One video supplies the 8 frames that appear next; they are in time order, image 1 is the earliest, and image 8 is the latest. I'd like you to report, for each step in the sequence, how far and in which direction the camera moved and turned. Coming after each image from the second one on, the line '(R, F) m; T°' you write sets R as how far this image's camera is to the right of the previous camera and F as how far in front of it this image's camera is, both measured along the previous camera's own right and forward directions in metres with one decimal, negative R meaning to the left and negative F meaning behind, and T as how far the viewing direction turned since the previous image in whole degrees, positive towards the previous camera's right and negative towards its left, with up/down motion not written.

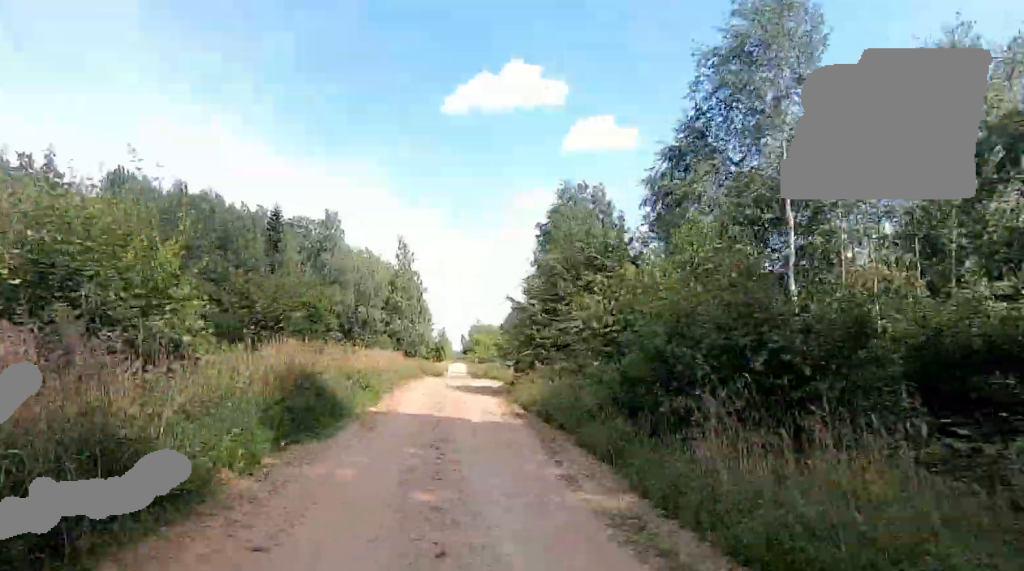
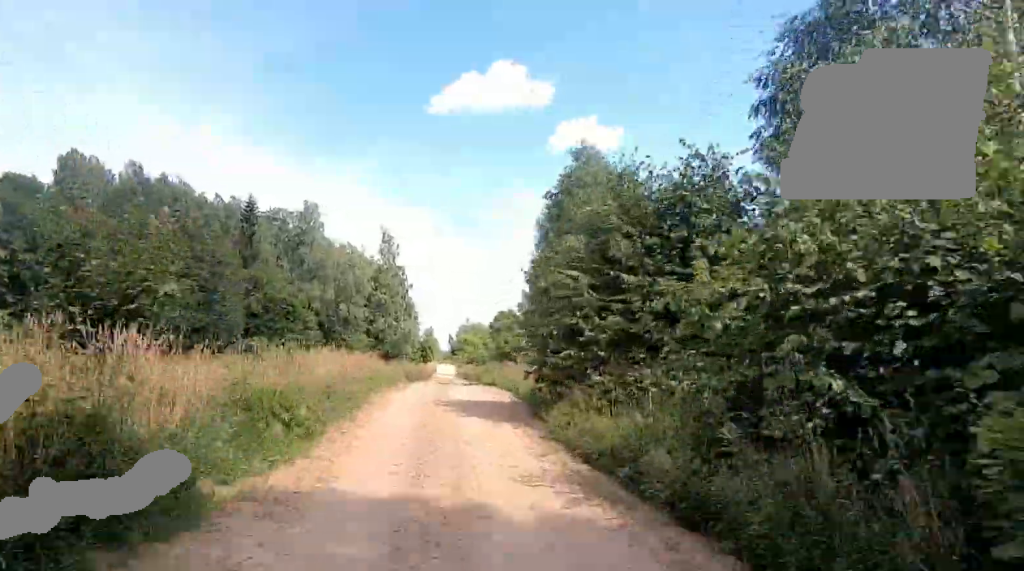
(+0.4, +7.6) m; +2°
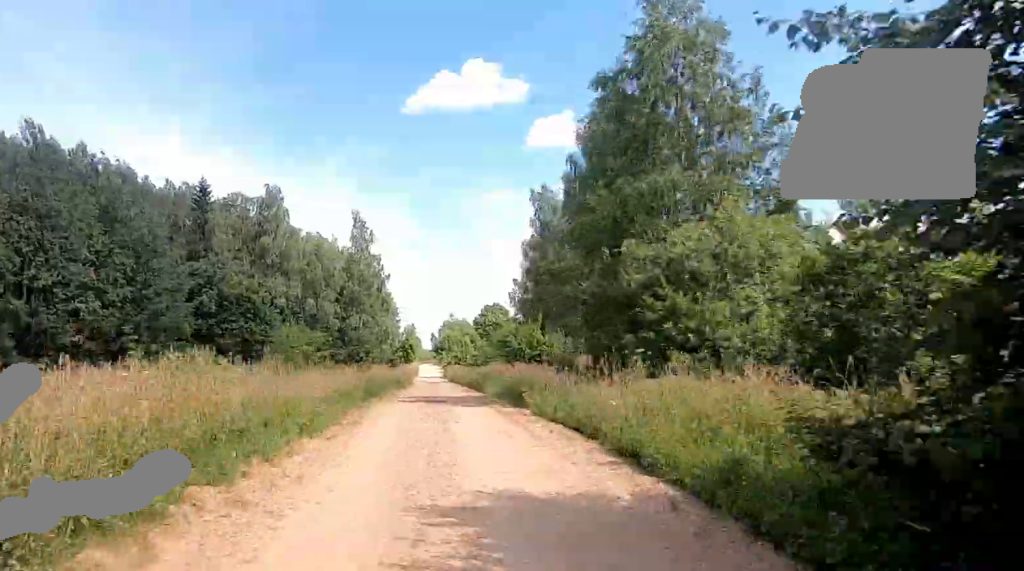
(+0.3, +12.6) m; +2°
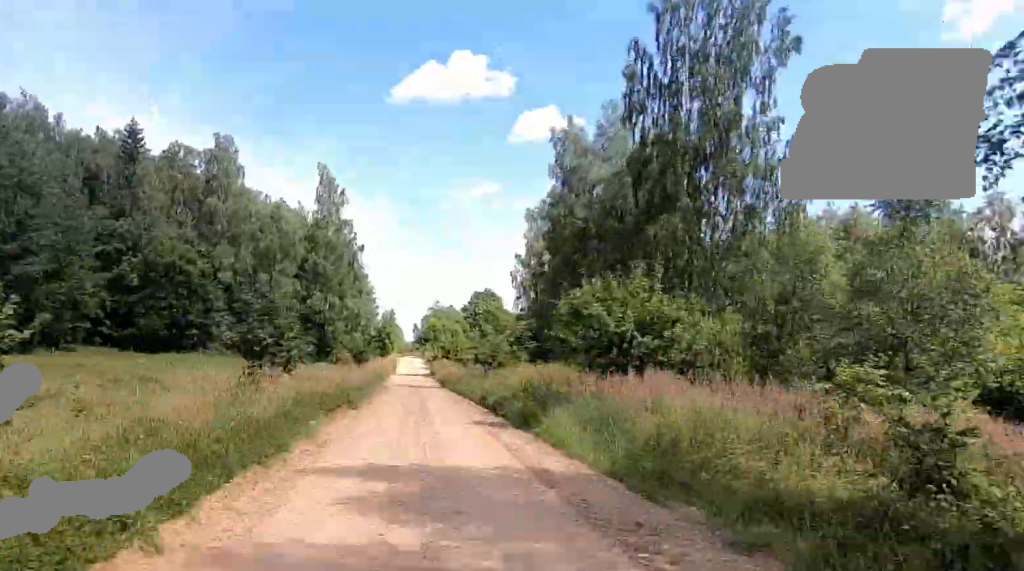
(+0.4, +17.1) m; +1°
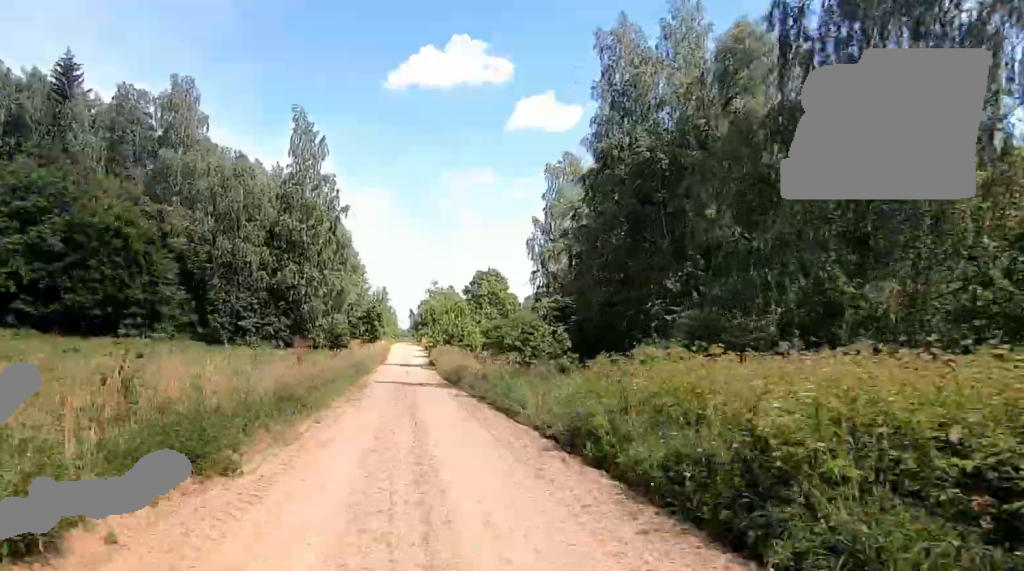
(+0.2, +12.2) m; -2°
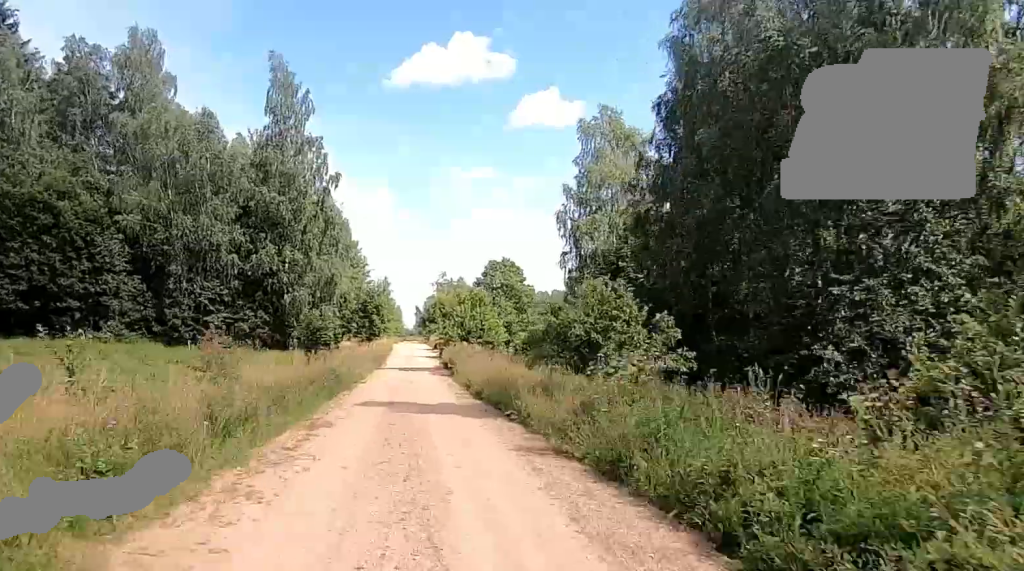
(-0.6, +10.1) m; -2°
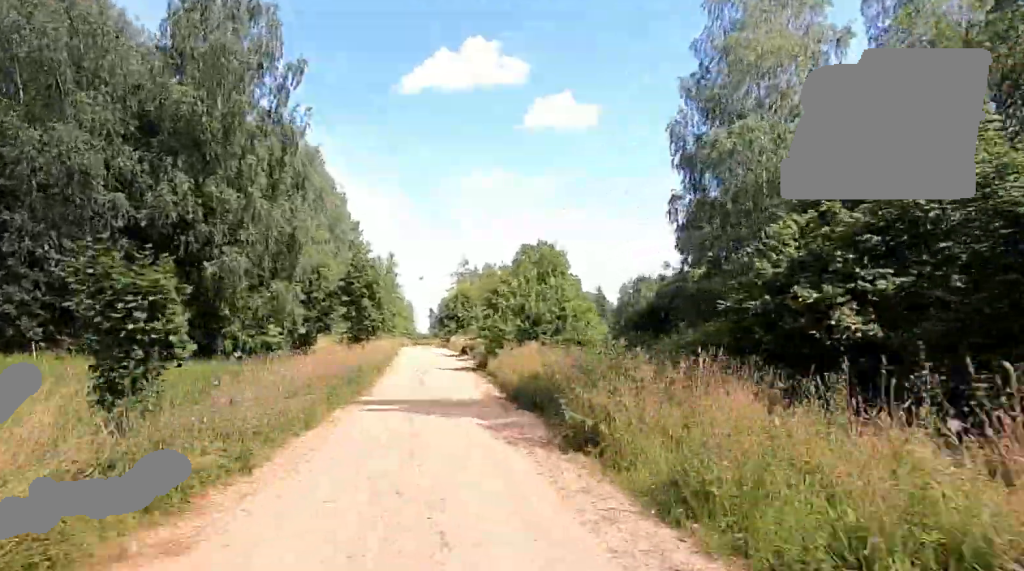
(-0.3, +18.0) m; -1°
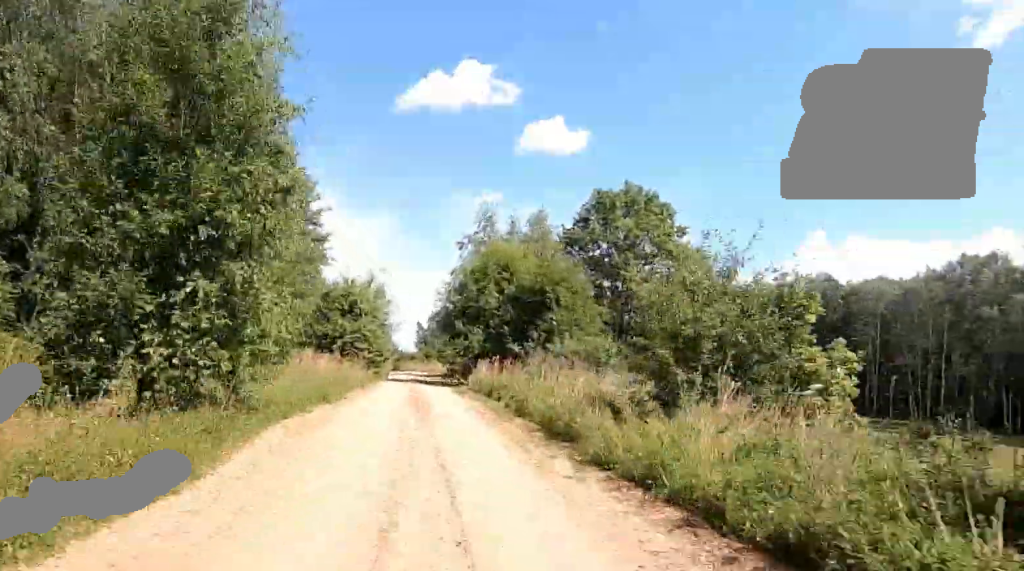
(0.0, +35.4) m; 0°
